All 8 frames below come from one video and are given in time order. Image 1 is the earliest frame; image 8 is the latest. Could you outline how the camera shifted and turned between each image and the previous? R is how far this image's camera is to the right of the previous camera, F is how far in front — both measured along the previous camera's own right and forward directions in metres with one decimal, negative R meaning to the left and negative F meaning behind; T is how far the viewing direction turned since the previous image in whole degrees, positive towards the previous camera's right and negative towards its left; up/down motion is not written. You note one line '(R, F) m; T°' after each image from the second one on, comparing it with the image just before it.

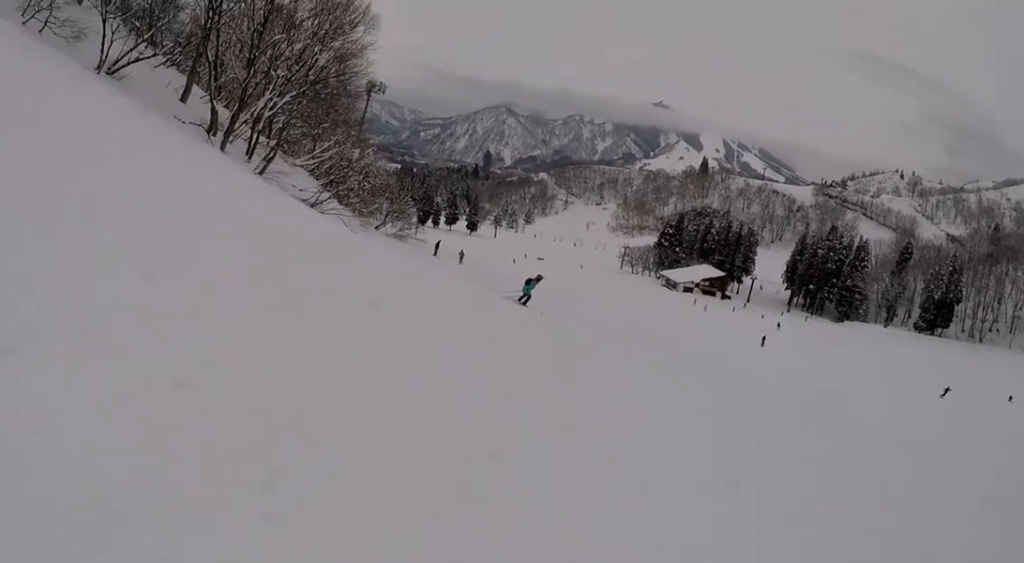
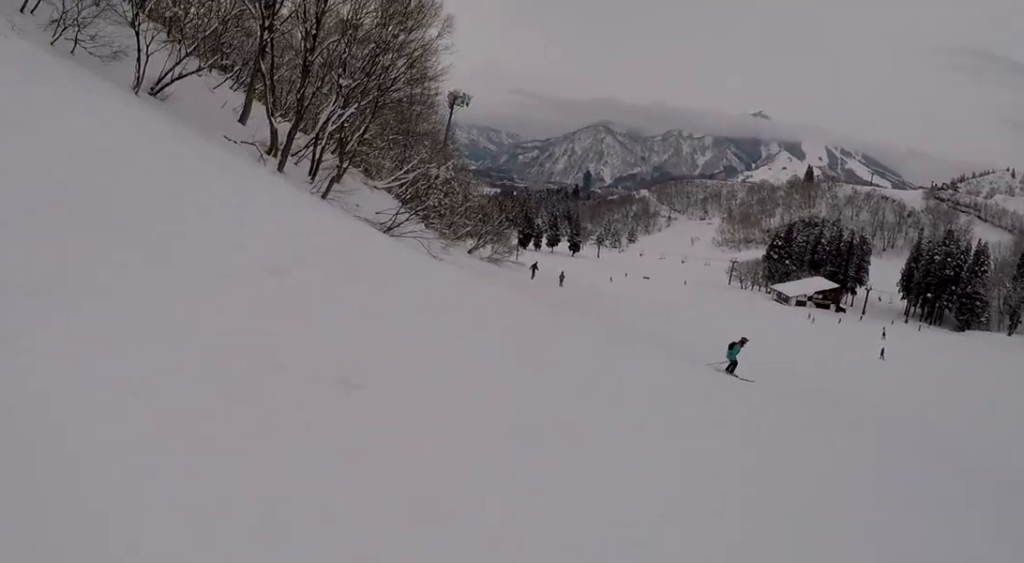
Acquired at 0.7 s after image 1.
(-0.3, +3.8) m; +1°
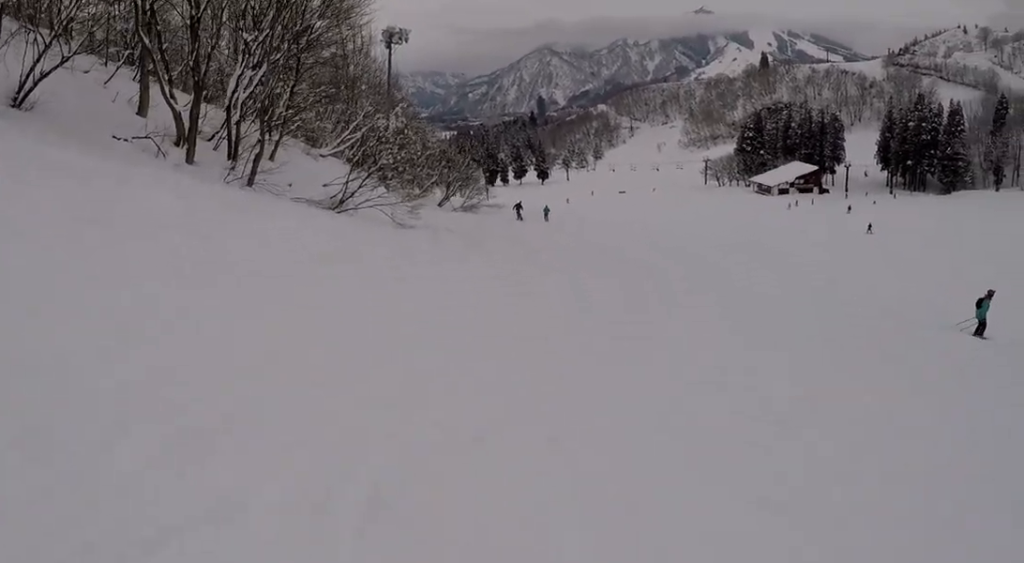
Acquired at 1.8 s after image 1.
(+0.9, +6.3) m; +20°
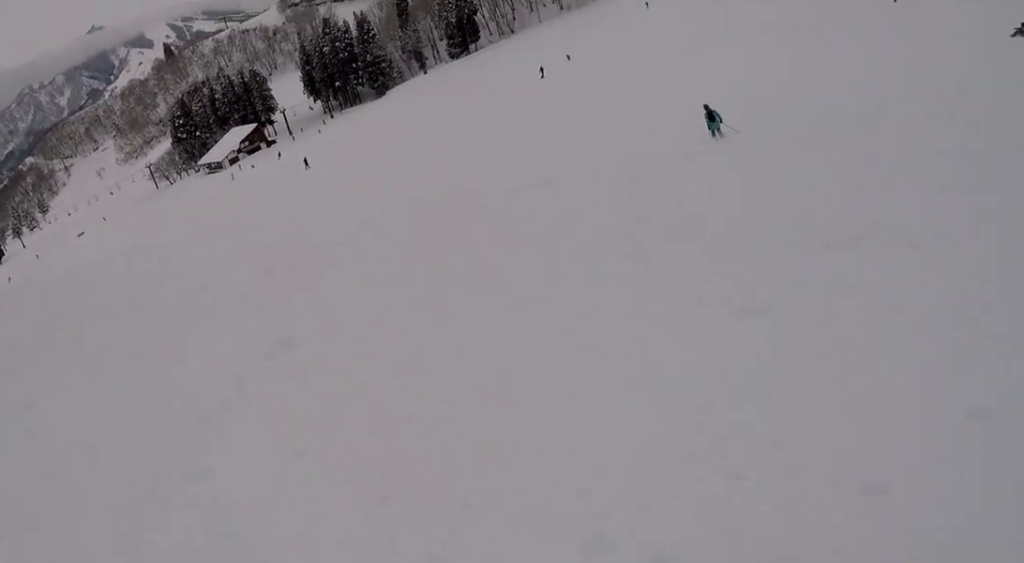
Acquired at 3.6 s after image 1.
(+4.0, +8.8) m; +41°
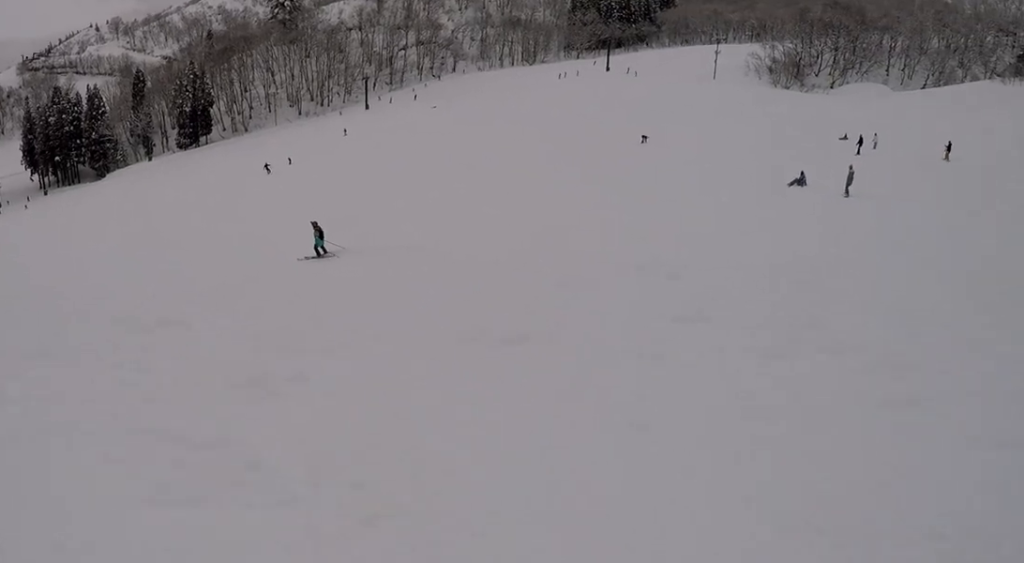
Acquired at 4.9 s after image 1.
(-0.9, +8.8) m; -25°
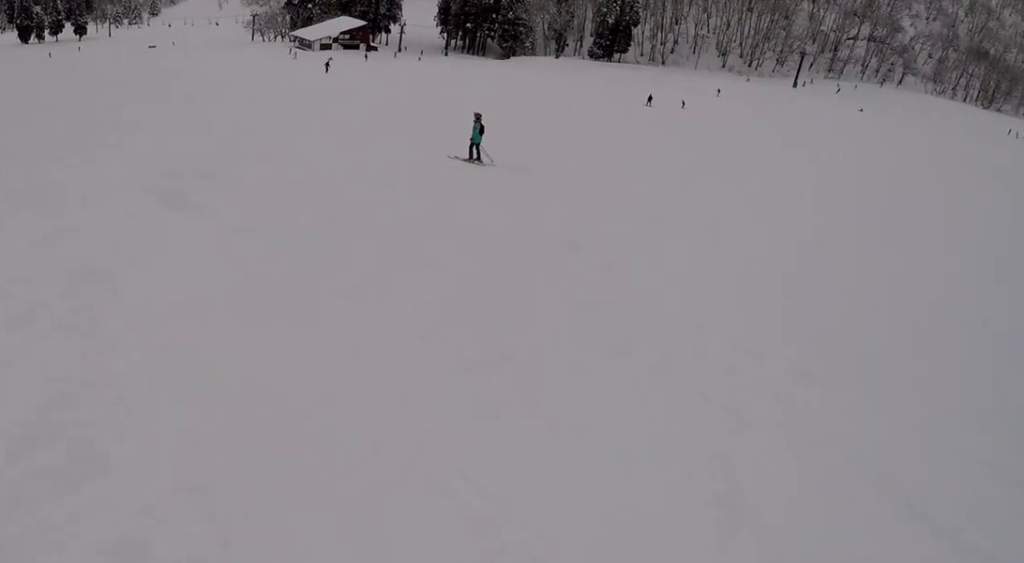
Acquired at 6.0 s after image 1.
(-2.3, +7.6) m; -22°
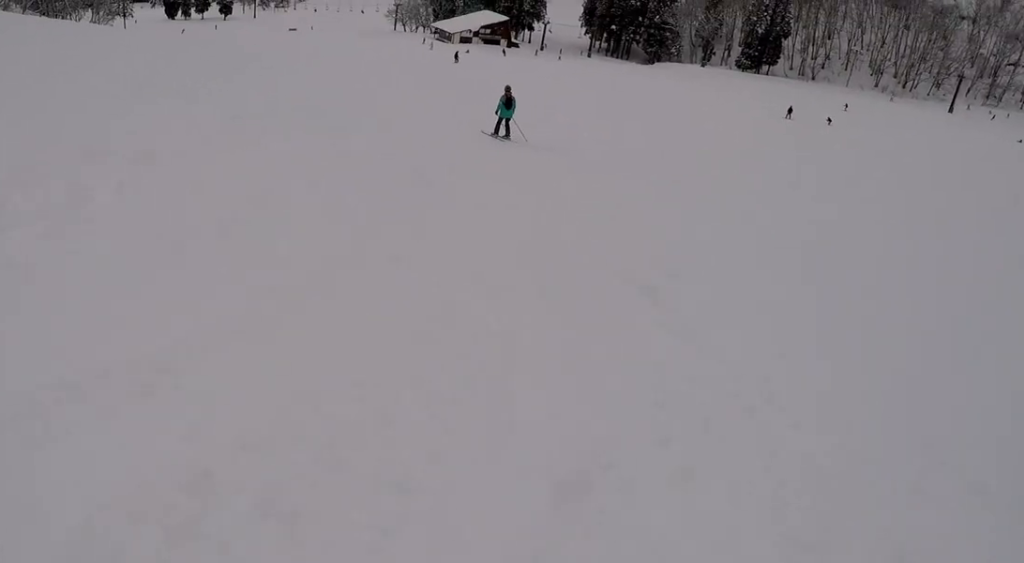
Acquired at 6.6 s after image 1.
(-0.2, +4.6) m; -5°
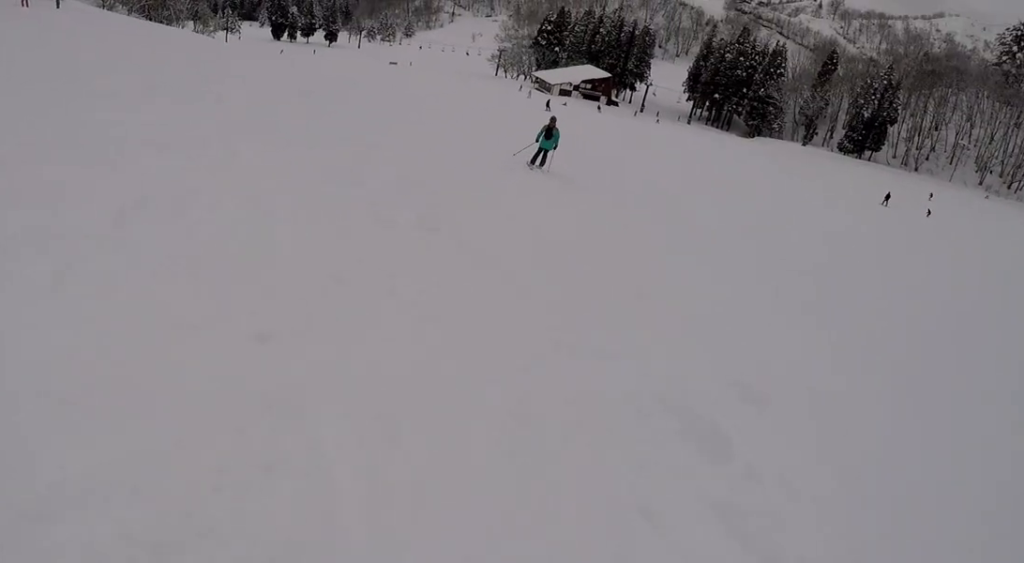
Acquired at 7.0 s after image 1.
(-0.2, +3.2) m; -2°
